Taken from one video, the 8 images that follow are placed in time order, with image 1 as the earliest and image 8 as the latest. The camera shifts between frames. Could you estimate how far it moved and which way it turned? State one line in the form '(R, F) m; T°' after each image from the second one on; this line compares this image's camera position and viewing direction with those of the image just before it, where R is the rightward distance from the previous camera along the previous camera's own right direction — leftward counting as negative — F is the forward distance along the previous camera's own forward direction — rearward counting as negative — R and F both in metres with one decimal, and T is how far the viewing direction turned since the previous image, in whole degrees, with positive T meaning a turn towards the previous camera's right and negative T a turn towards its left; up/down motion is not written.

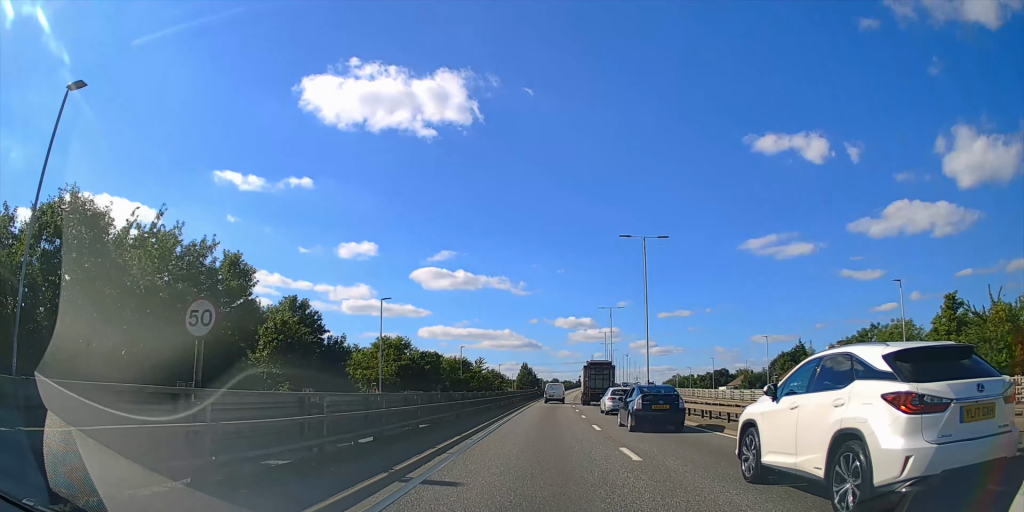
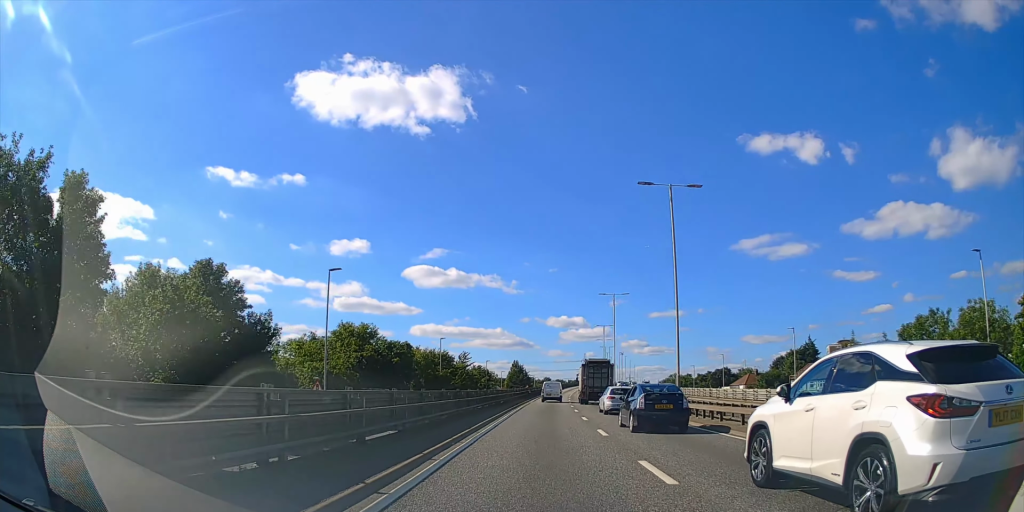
(+0.1, +11.4) m; 0°
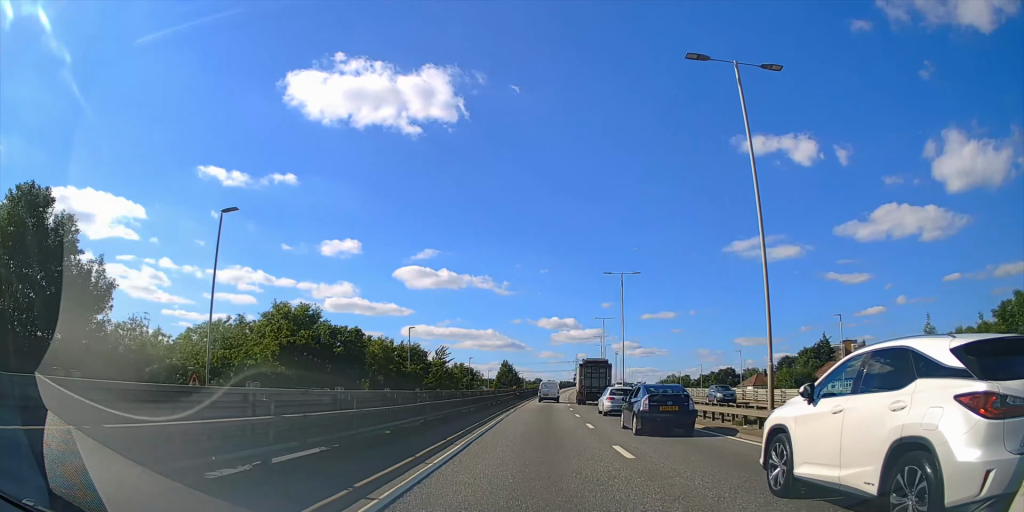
(+0.1, +13.7) m; +1°
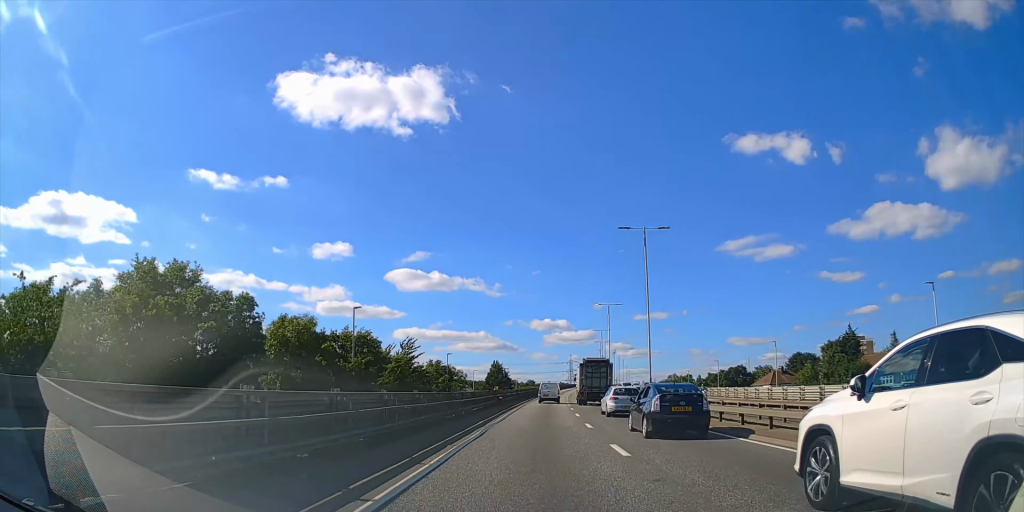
(0.0, +16.1) m; +1°
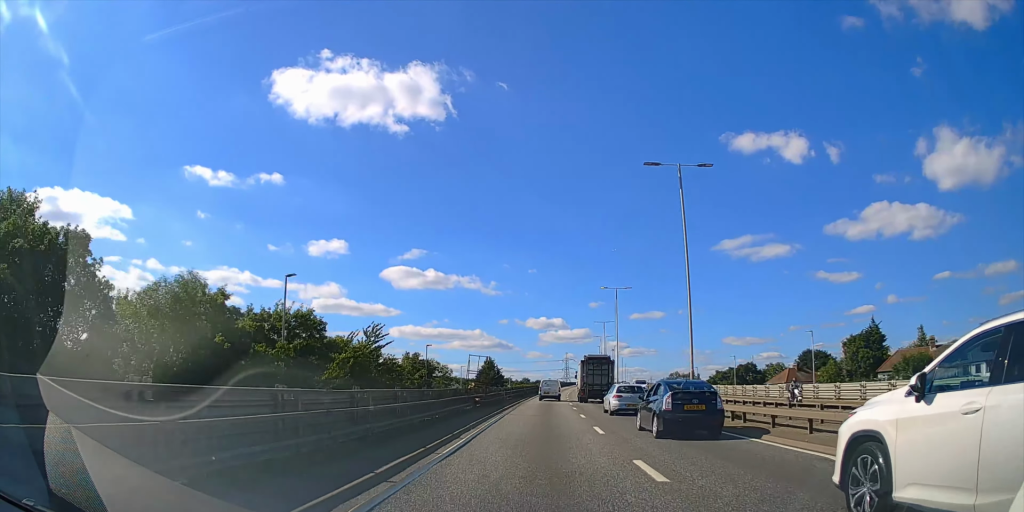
(+0.2, +12.3) m; +1°
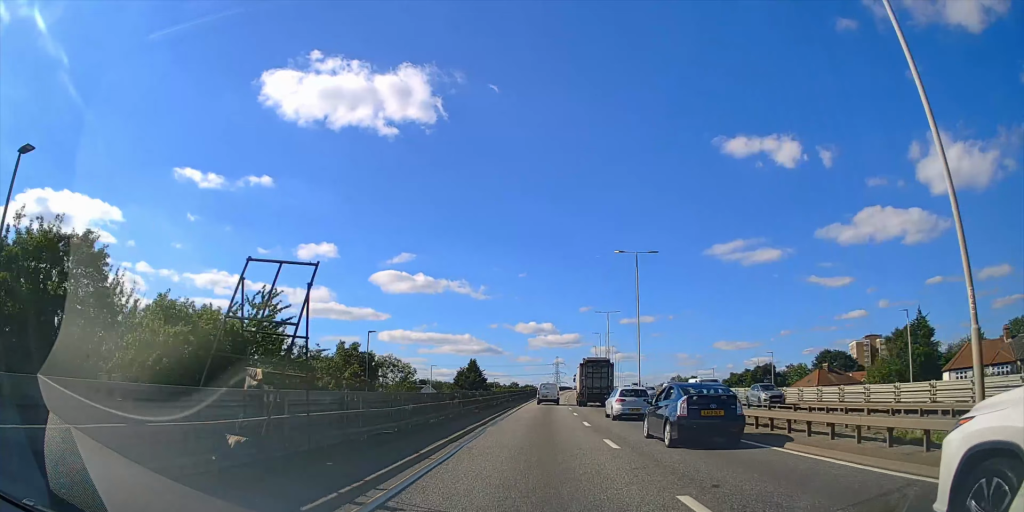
(+0.2, +20.0) m; +1°
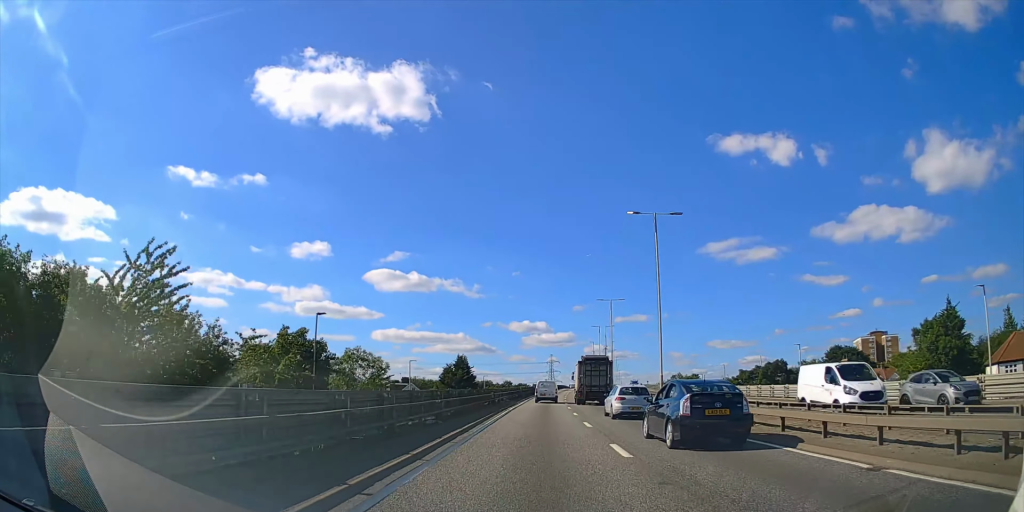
(0.0, +10.7) m; +1°
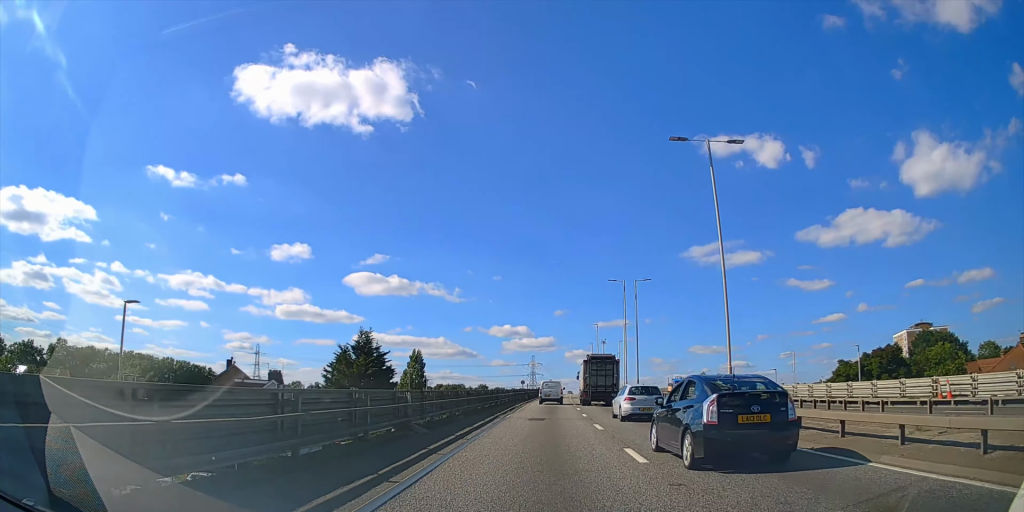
(+1.1, +53.0) m; +2°
